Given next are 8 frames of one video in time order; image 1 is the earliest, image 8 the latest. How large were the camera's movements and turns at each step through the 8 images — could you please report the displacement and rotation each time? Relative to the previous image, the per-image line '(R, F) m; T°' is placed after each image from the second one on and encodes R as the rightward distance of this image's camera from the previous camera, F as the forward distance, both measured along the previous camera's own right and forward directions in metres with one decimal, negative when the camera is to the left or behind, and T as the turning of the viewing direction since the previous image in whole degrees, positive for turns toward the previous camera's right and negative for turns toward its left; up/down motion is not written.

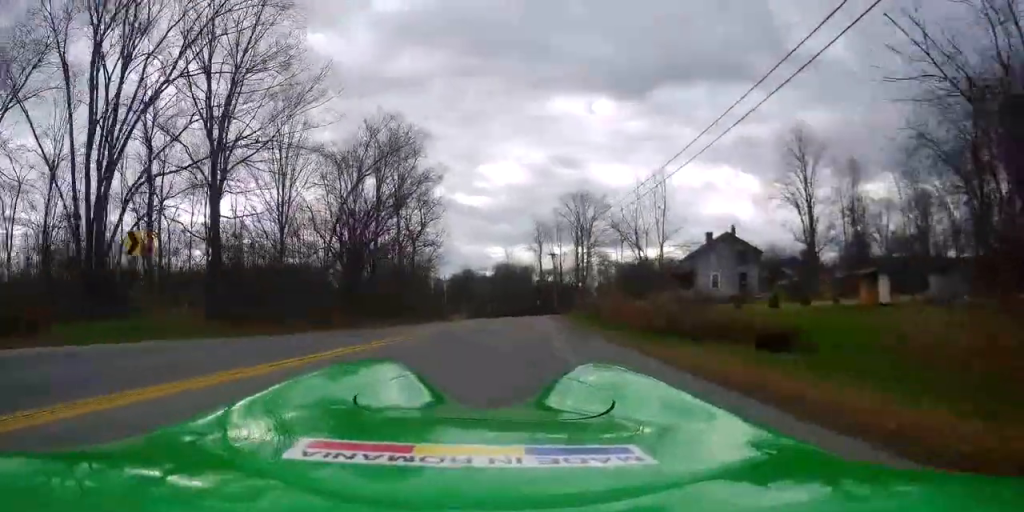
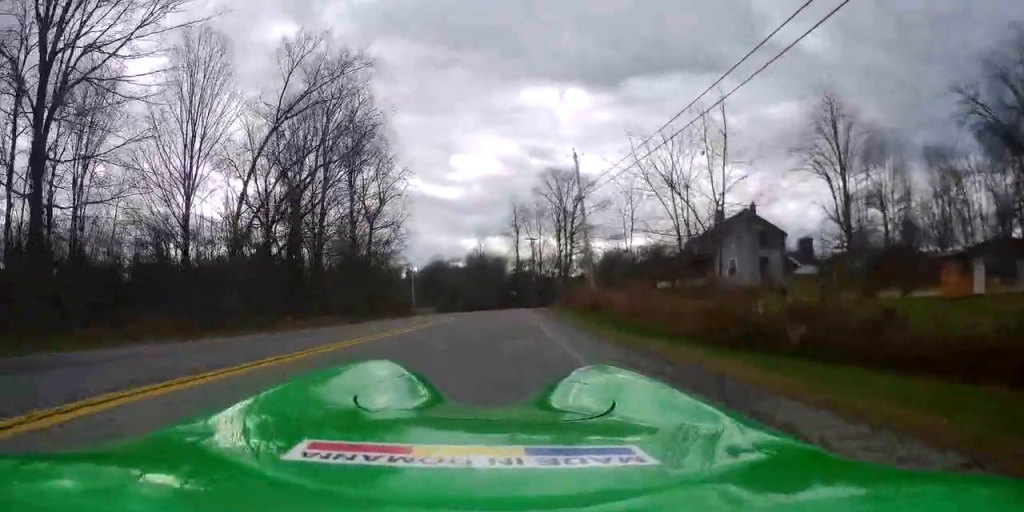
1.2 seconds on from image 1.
(+0.3, +11.4) m; +3°
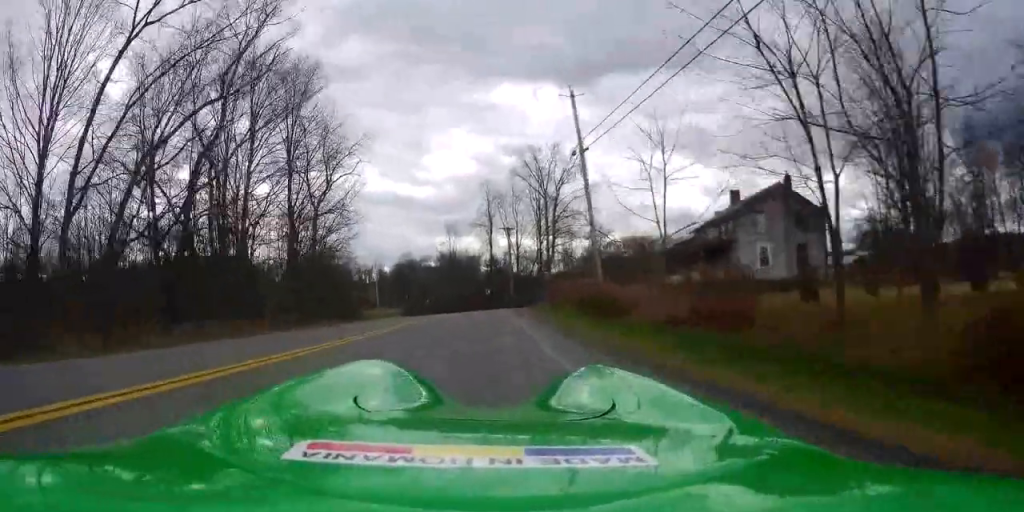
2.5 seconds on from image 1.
(+0.4, +11.3) m; +2°
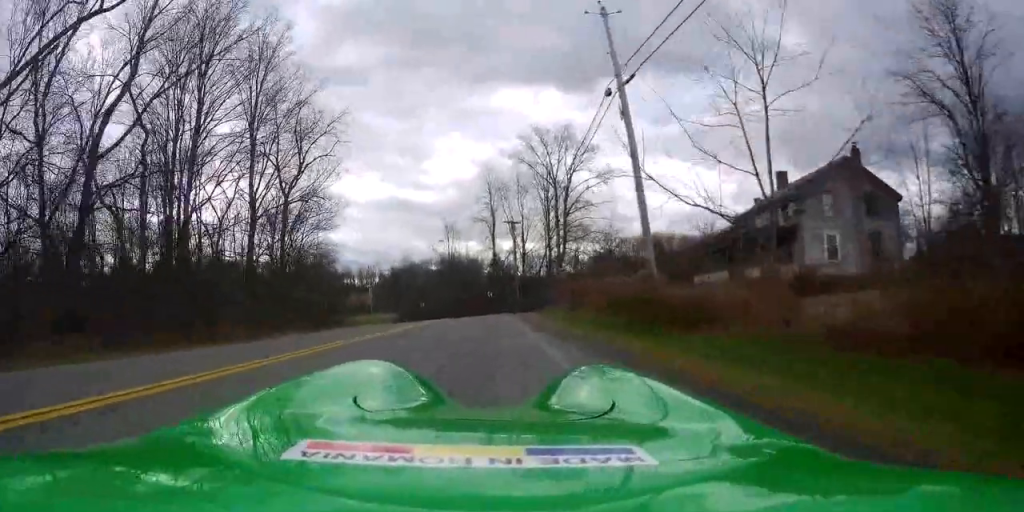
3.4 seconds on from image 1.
(0.0, +9.1) m; 0°
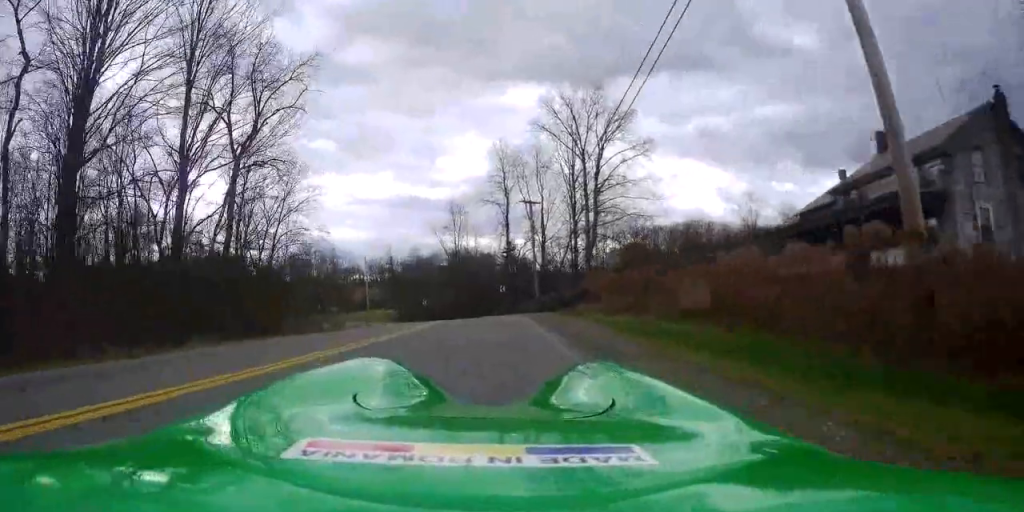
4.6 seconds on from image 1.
(0.0, +11.6) m; 0°
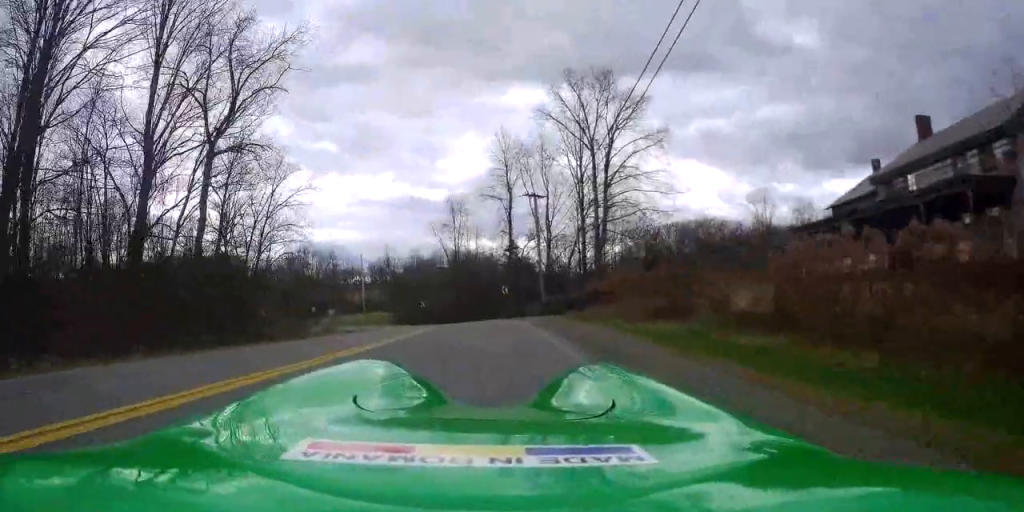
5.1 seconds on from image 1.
(0.0, +4.4) m; 0°
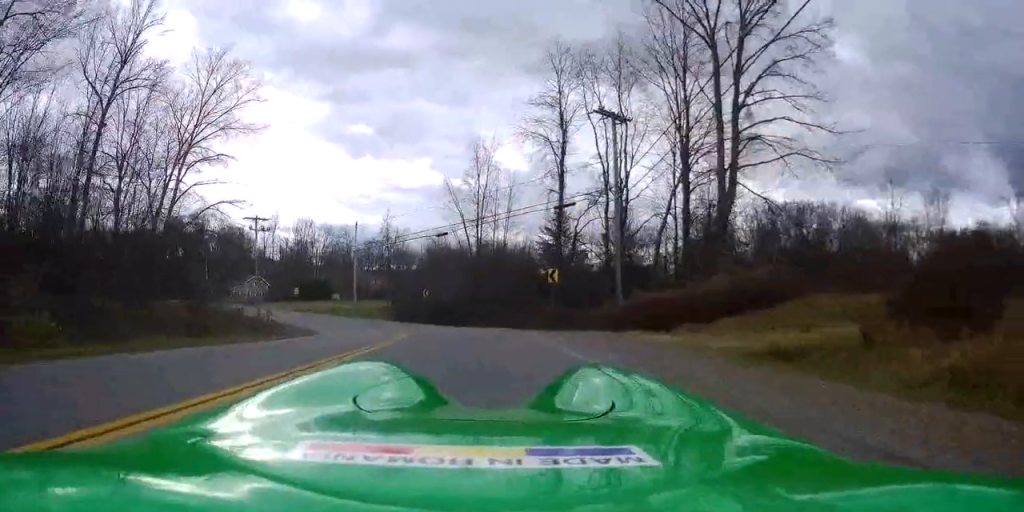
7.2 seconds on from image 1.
(-0.1, +20.1) m; -2°
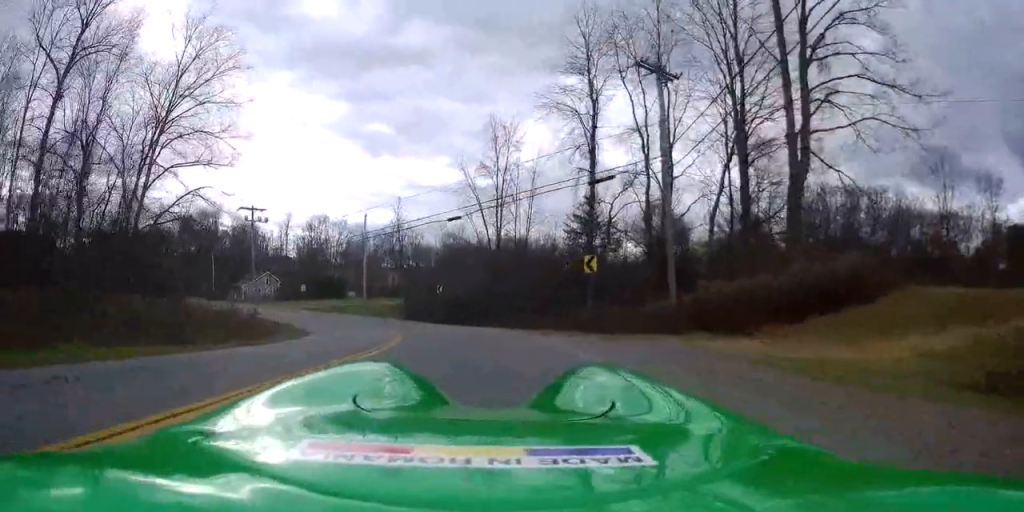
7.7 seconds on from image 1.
(-0.1, +5.2) m; -2°
